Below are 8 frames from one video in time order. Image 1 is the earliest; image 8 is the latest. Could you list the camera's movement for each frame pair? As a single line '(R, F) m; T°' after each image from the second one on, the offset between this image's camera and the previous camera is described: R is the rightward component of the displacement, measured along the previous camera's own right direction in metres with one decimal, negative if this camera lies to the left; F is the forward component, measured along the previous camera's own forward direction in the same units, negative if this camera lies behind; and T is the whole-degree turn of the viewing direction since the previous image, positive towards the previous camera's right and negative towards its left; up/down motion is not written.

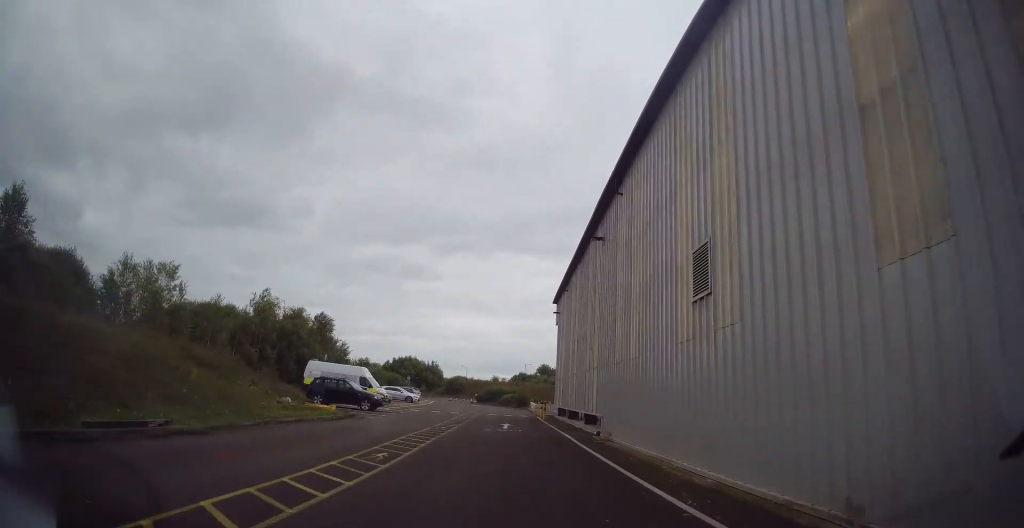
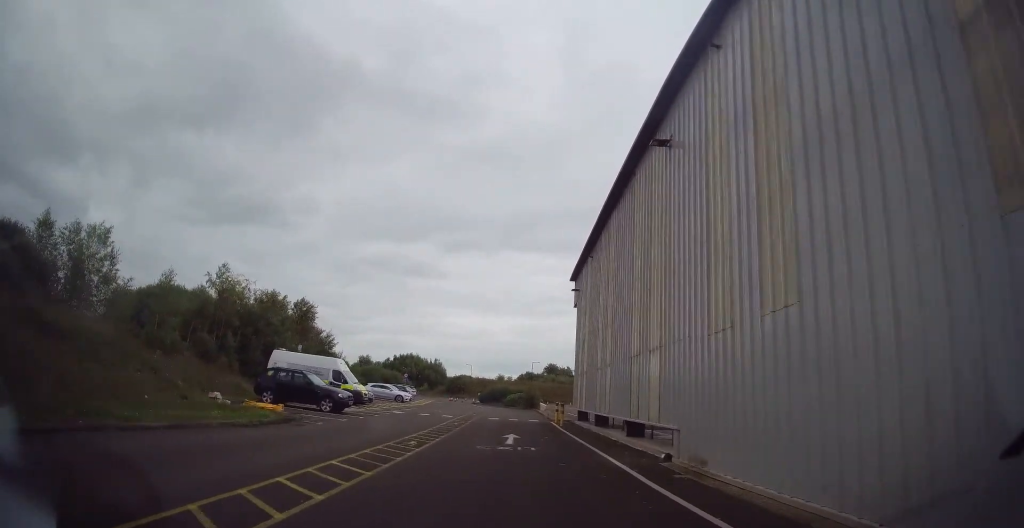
(-0.1, +7.0) m; +1°
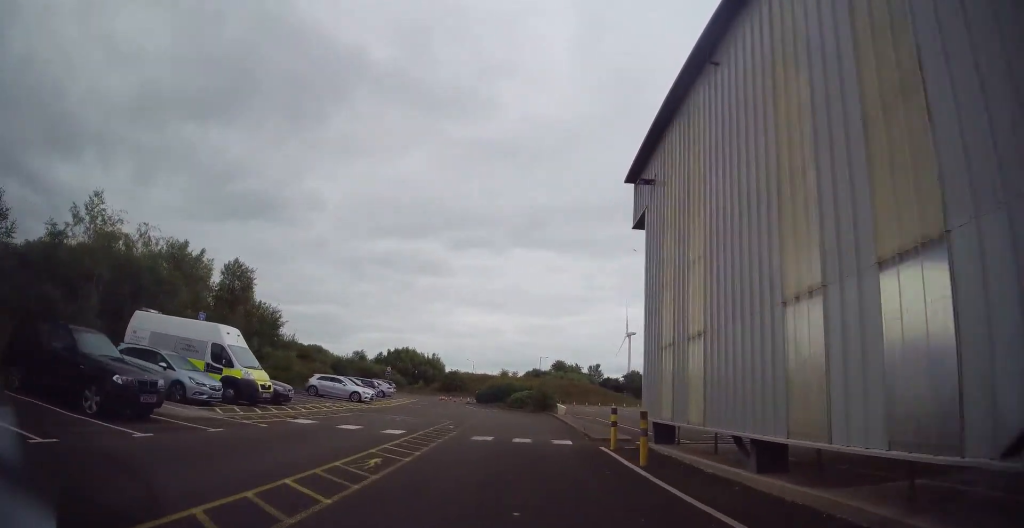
(+0.4, +14.8) m; +1°
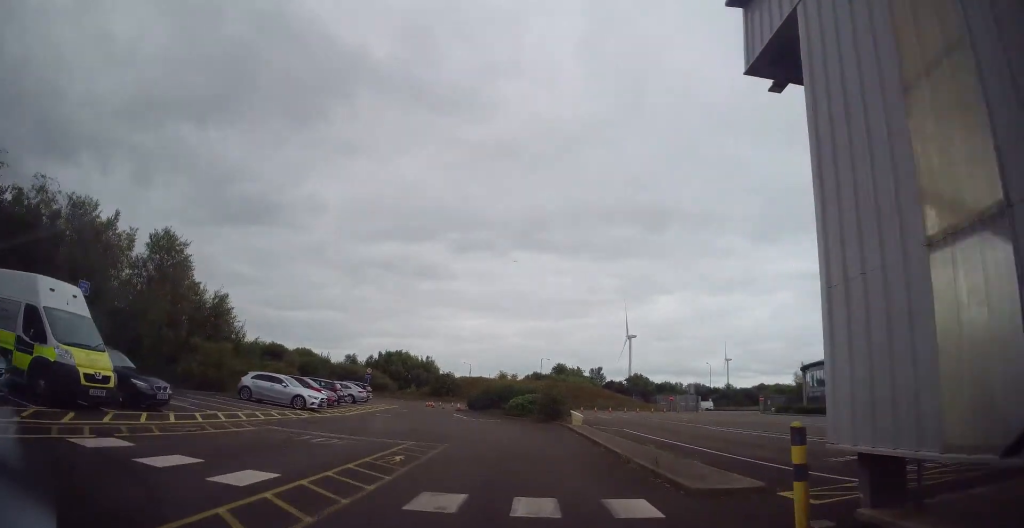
(0.0, +9.7) m; -1°
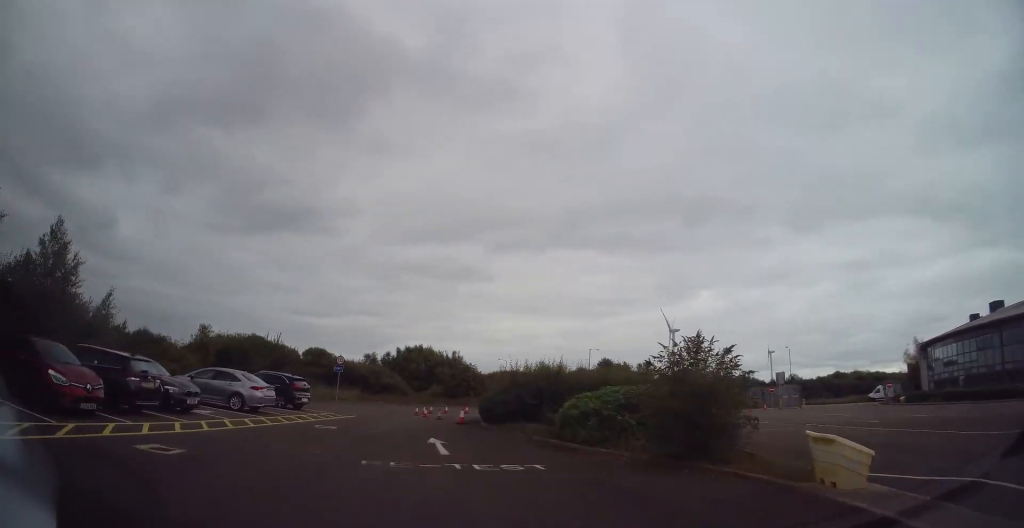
(-1.3, +19.8) m; -12°
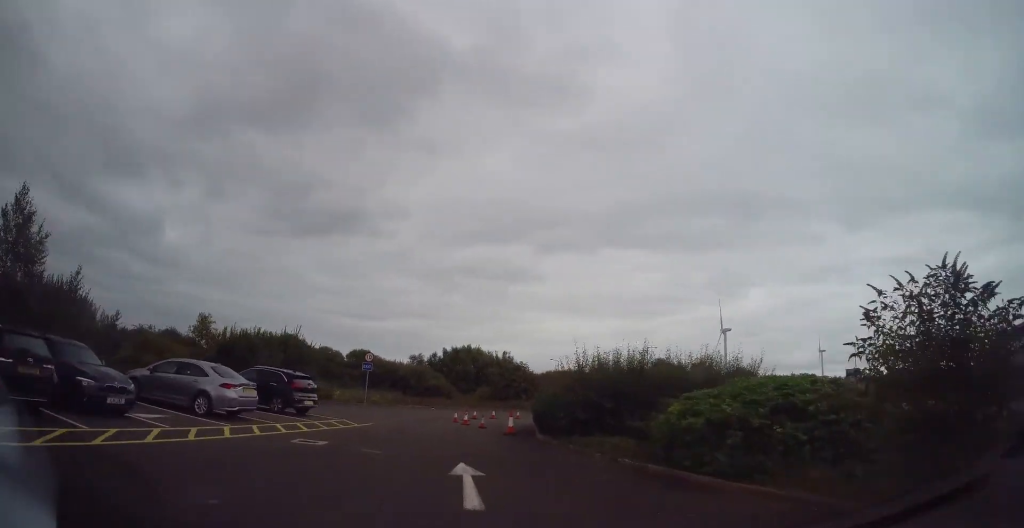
(-0.5, +5.1) m; -5°
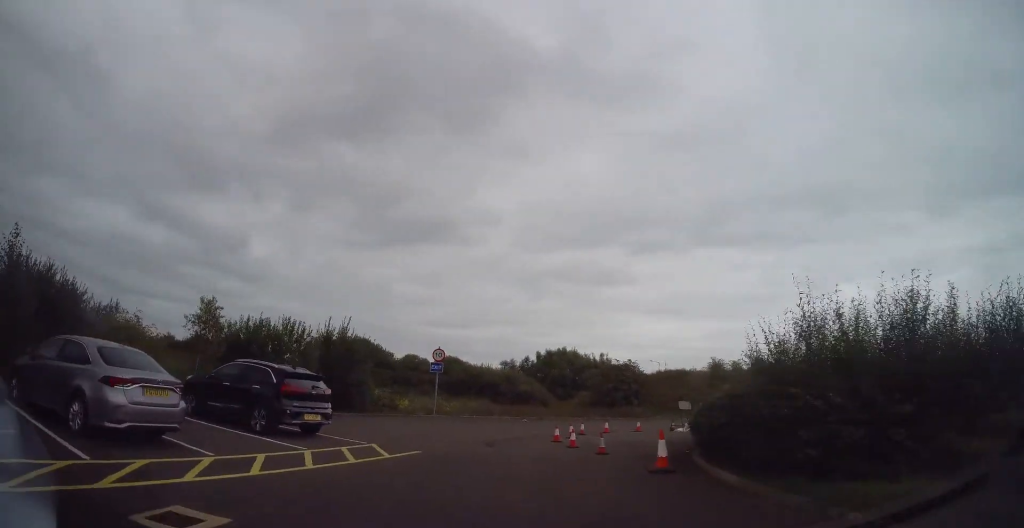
(-0.4, +7.4) m; -4°
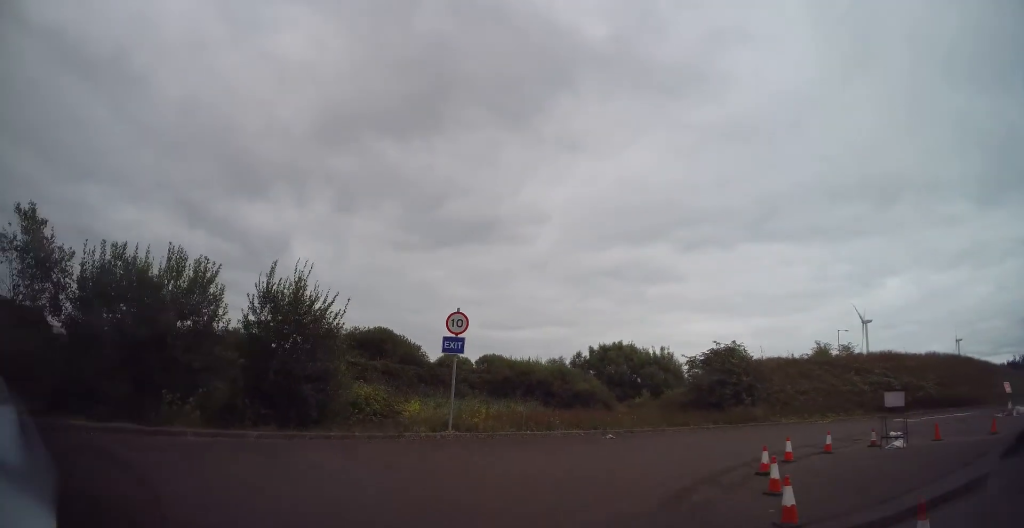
(-0.2, +11.2) m; +9°
